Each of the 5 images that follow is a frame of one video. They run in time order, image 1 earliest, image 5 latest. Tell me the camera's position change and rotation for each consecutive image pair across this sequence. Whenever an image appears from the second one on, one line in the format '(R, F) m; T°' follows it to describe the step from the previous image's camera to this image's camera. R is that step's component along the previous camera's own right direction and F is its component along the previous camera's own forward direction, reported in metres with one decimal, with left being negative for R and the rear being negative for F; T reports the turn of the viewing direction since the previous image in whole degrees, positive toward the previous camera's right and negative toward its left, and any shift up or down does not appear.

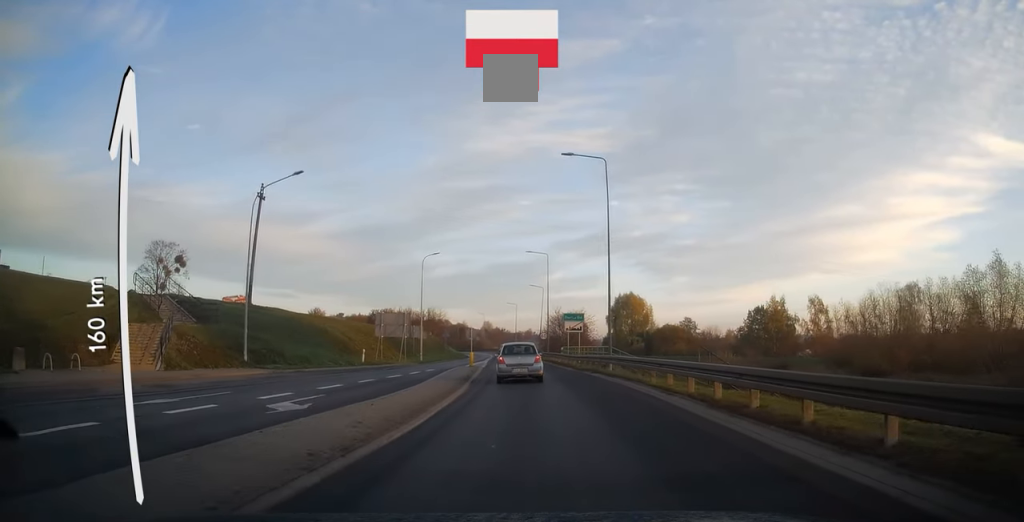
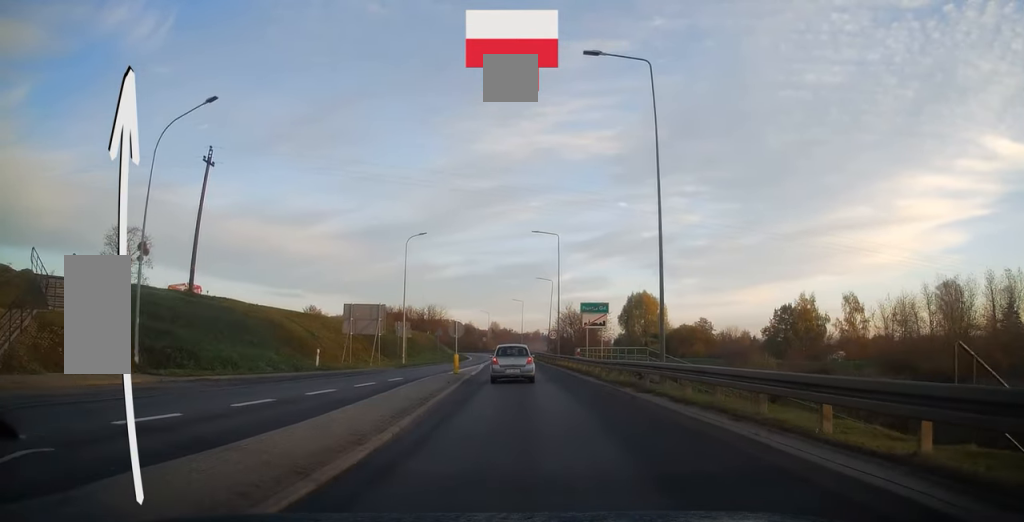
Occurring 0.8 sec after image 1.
(-0.1, +10.7) m; -1°
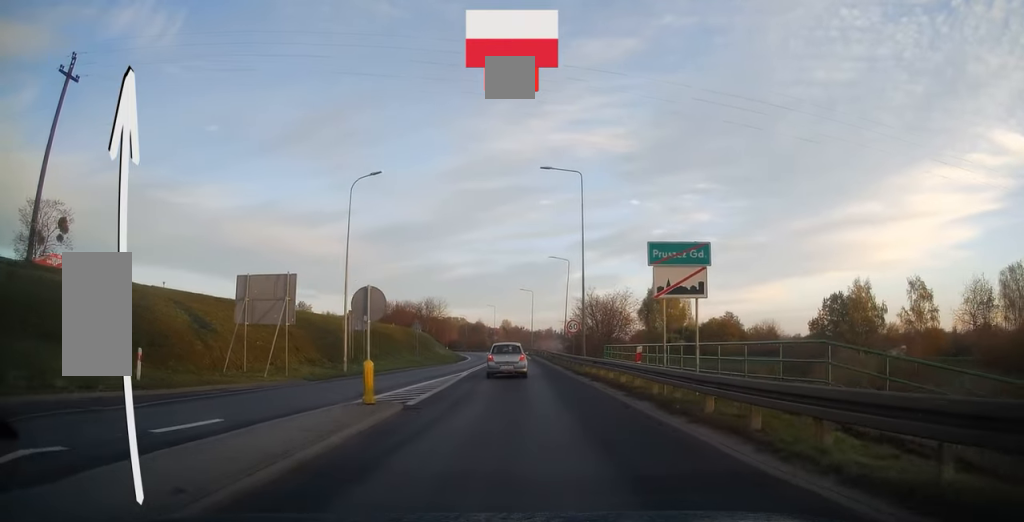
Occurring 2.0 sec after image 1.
(-0.1, +16.8) m; -1°
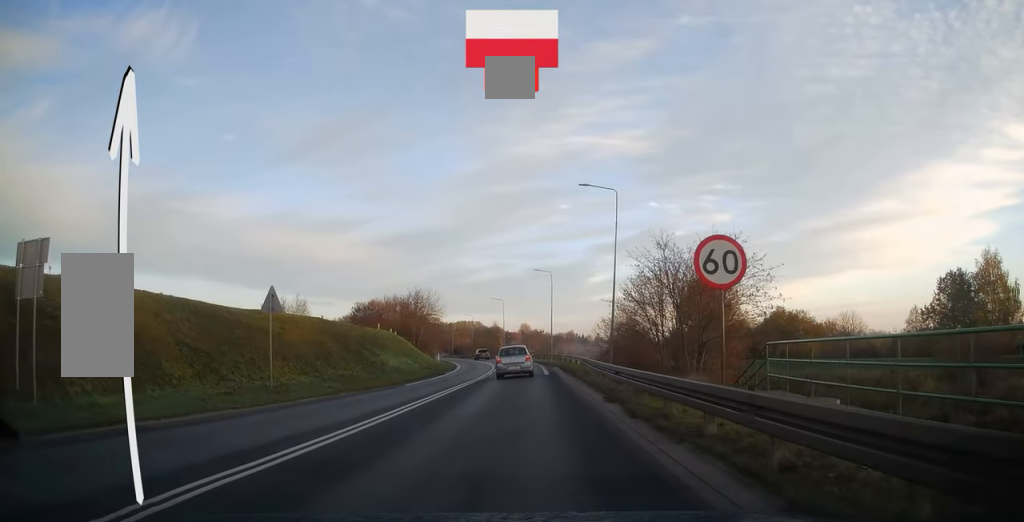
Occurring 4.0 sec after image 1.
(-0.4, +28.8) m; -2°
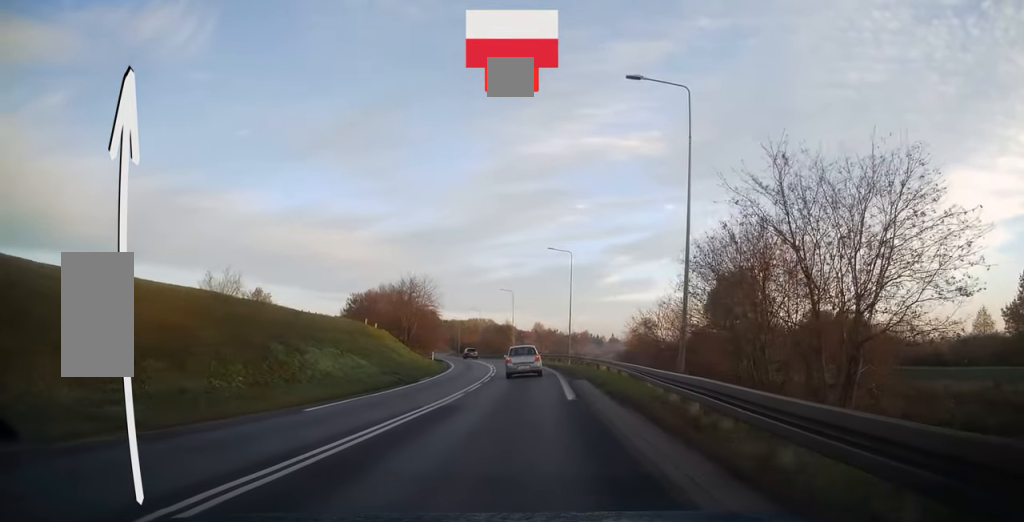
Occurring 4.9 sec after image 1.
(-0.2, +14.0) m; -1°
